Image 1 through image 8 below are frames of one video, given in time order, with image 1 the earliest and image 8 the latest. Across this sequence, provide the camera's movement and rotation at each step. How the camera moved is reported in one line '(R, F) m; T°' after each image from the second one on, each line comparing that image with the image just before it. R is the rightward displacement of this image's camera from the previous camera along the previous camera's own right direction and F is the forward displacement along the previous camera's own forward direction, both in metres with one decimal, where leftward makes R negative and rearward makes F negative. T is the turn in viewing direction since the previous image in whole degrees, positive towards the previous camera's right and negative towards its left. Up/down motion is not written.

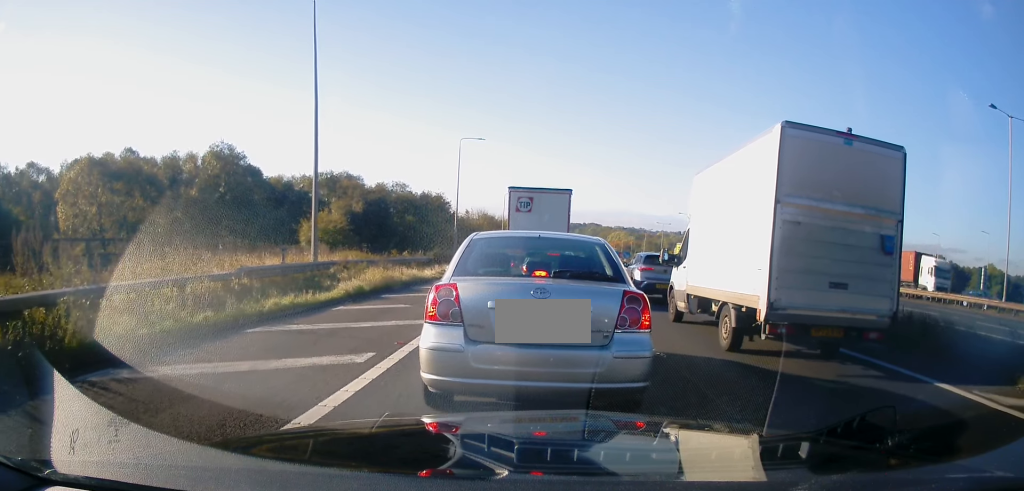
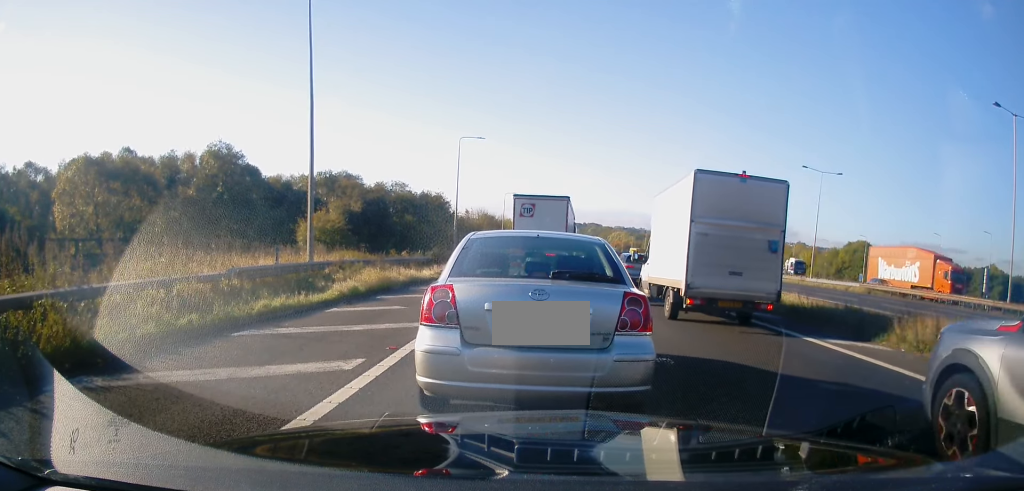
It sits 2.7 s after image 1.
(-0.4, +0.8) m; 0°
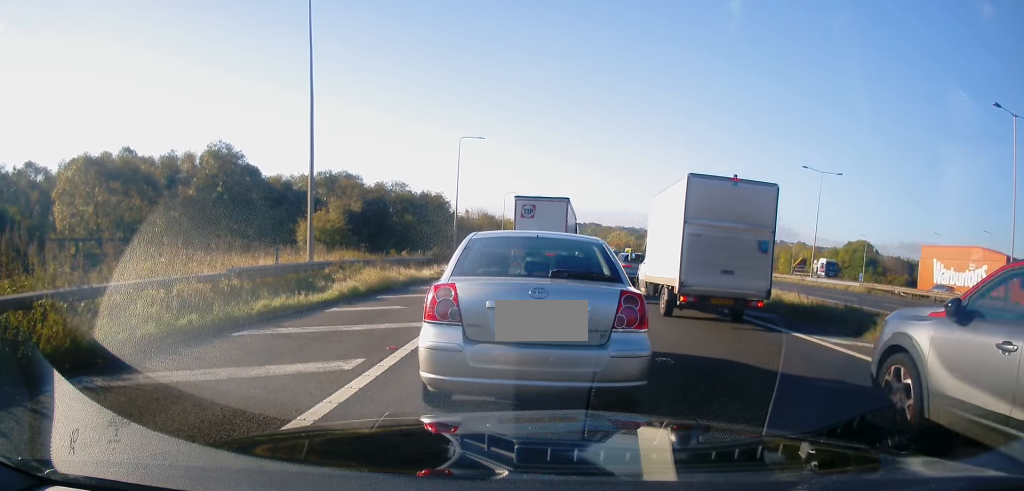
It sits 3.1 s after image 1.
(-0.1, +0.1) m; 0°
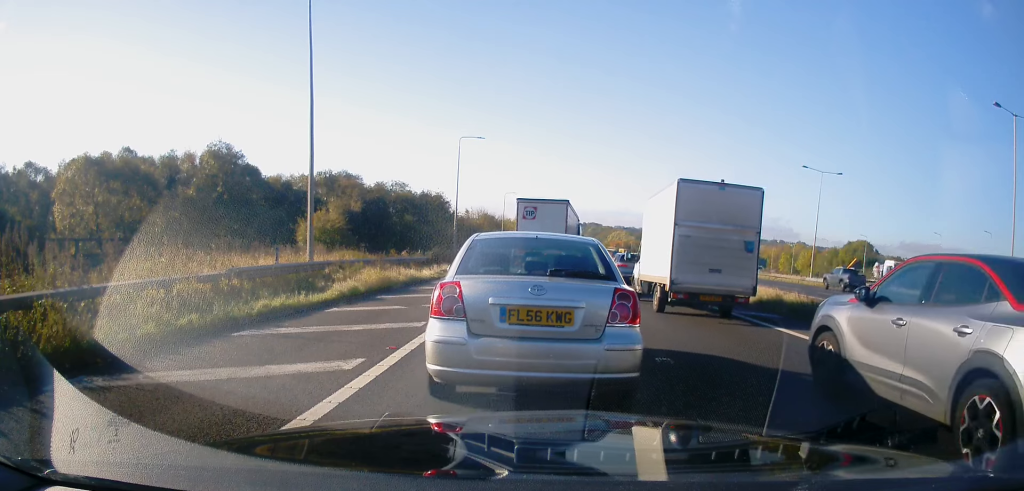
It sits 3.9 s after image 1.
(-0.1, +0.2) m; 0°
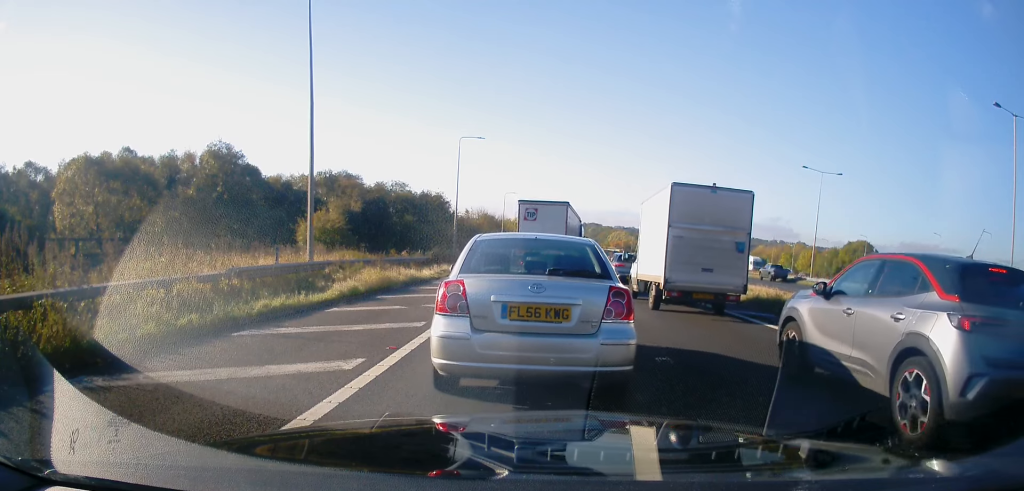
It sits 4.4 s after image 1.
(-0.1, +0.2) m; 0°
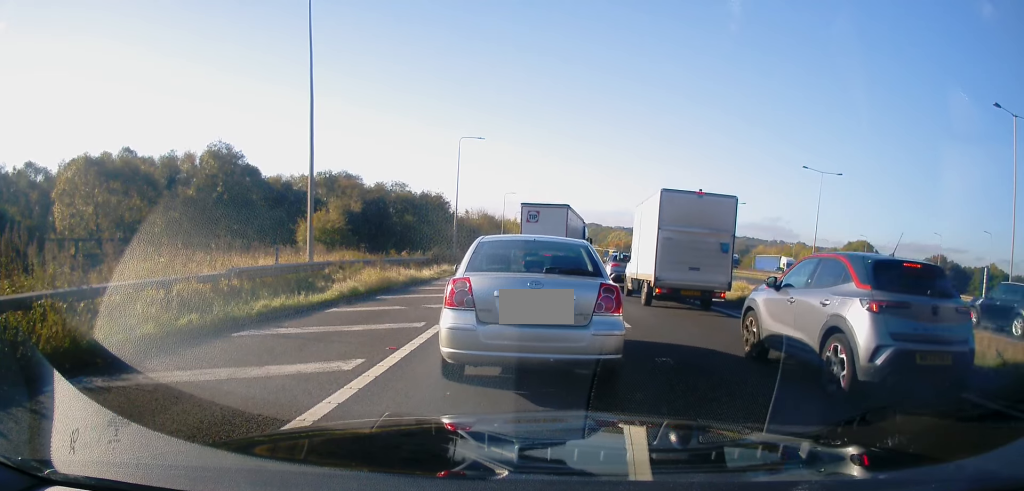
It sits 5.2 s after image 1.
(-0.1, +0.5) m; 0°
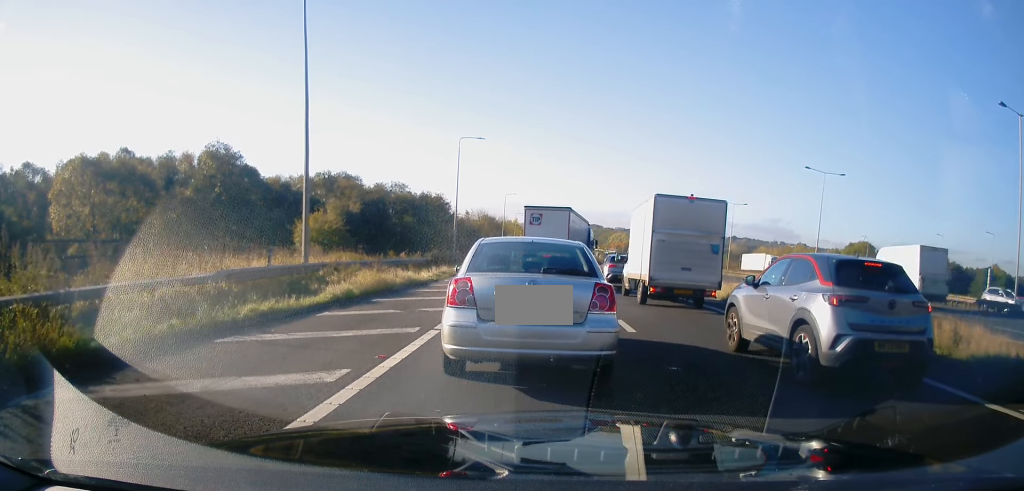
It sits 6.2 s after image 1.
(-0.2, +0.8) m; 0°
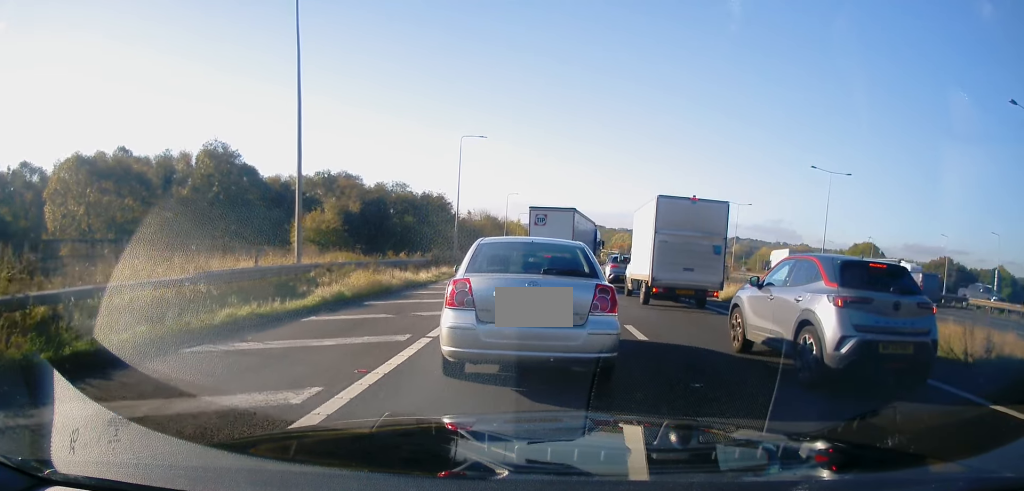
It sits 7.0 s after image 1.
(-0.1, +0.8) m; 0°
